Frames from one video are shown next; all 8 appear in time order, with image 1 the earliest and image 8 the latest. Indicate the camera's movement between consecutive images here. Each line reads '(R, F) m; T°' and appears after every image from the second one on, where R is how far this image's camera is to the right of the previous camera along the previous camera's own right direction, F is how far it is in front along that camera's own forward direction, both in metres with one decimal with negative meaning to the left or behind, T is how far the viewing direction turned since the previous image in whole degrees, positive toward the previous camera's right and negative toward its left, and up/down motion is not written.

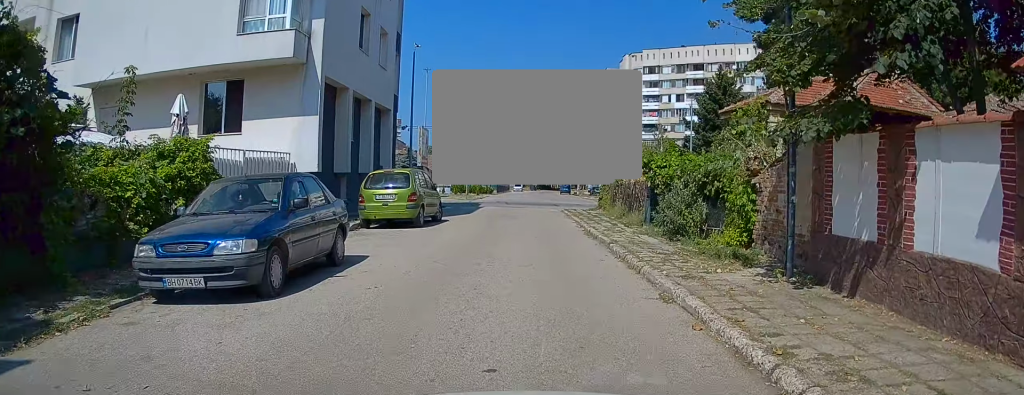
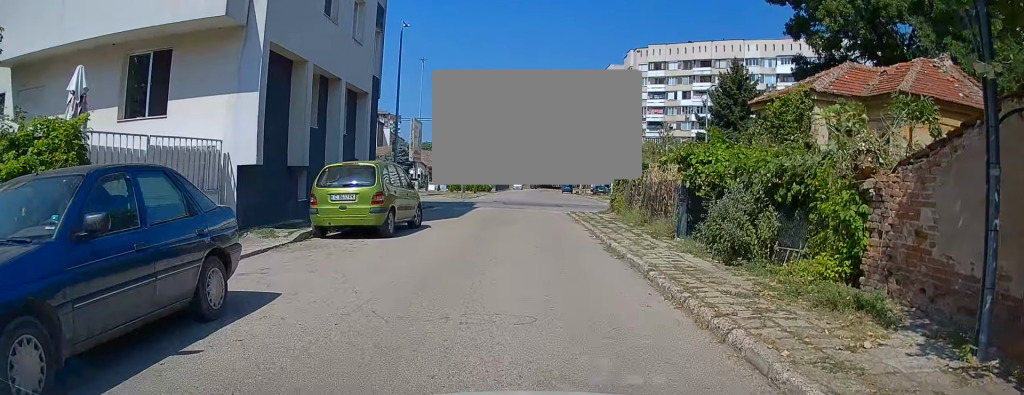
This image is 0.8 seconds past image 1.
(0.0, +4.0) m; -3°
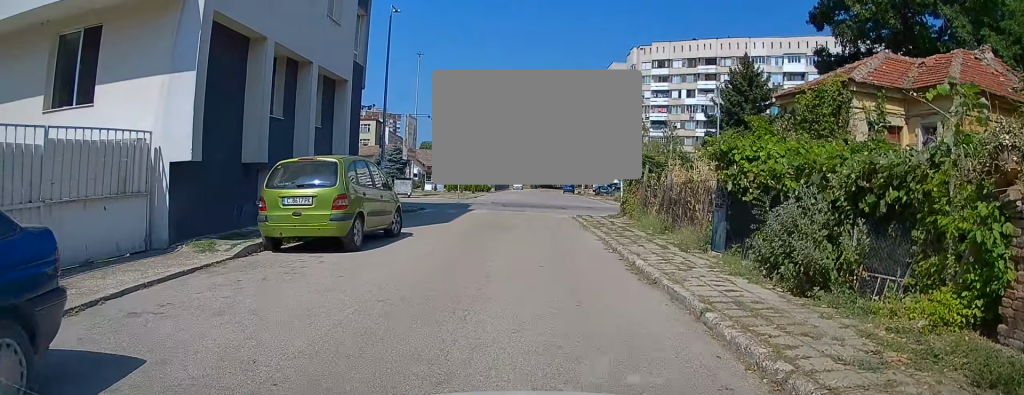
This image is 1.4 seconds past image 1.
(0.0, +2.8) m; -4°
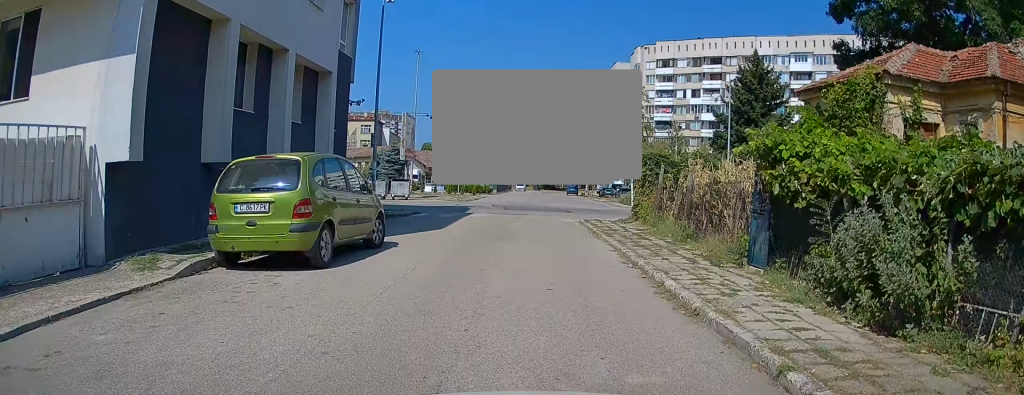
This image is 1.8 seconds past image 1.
(-0.1, +1.9) m; 0°
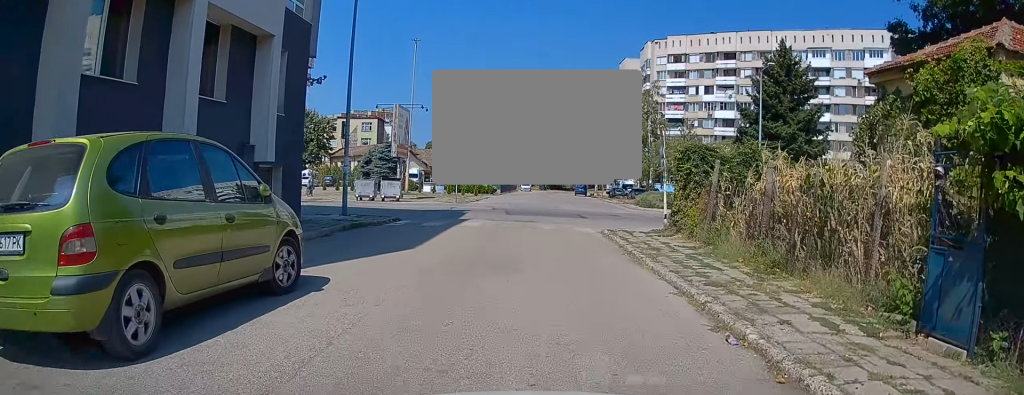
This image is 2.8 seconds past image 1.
(-0.1, +4.7) m; +1°
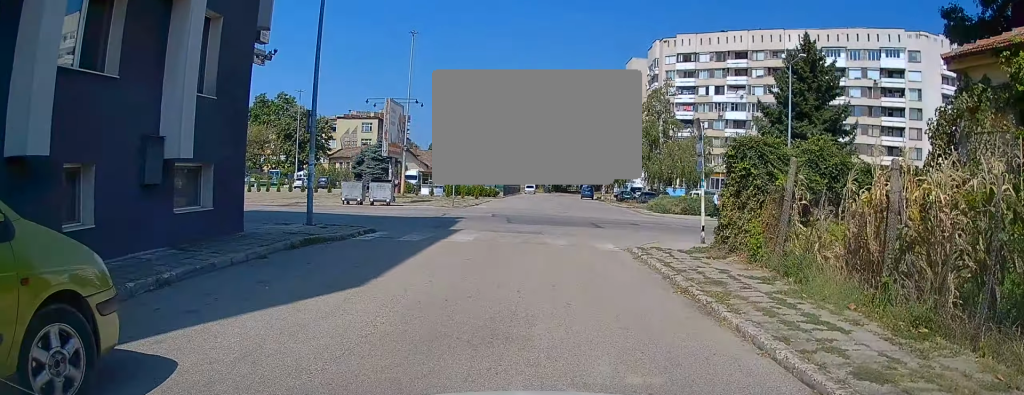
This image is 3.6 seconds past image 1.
(+0.2, +3.7) m; +1°
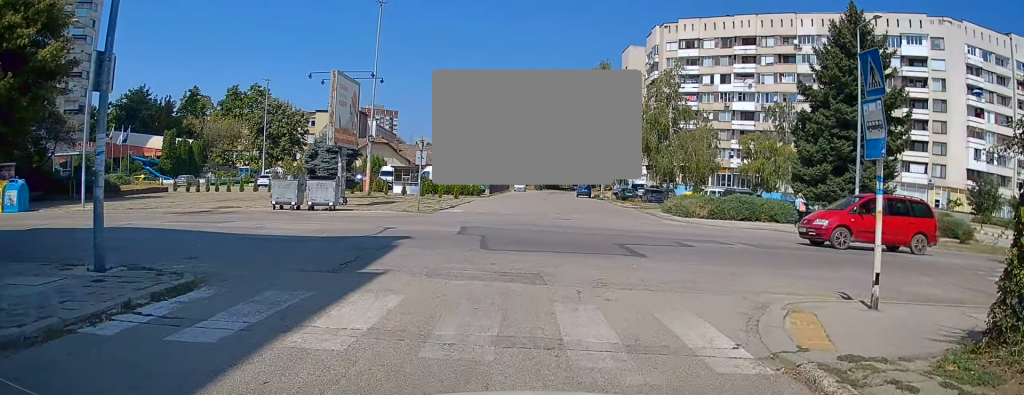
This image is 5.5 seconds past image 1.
(-0.6, +8.1) m; -2°
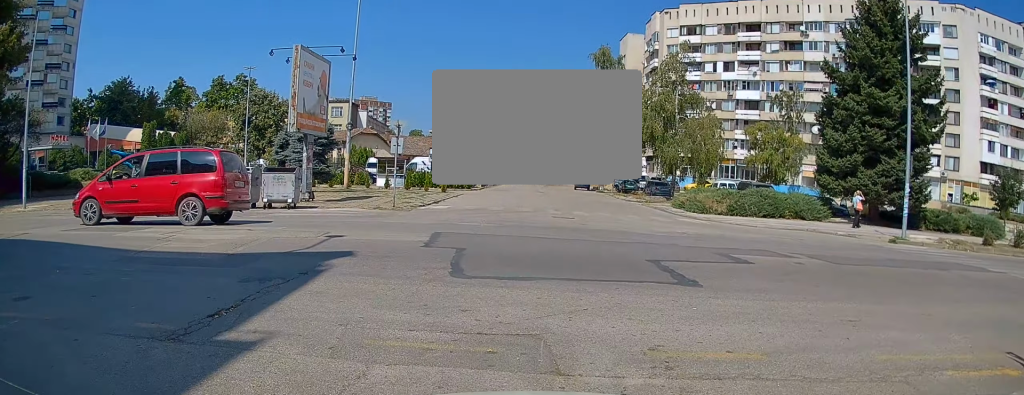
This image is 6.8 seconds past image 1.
(+0.2, +4.1) m; +2°
